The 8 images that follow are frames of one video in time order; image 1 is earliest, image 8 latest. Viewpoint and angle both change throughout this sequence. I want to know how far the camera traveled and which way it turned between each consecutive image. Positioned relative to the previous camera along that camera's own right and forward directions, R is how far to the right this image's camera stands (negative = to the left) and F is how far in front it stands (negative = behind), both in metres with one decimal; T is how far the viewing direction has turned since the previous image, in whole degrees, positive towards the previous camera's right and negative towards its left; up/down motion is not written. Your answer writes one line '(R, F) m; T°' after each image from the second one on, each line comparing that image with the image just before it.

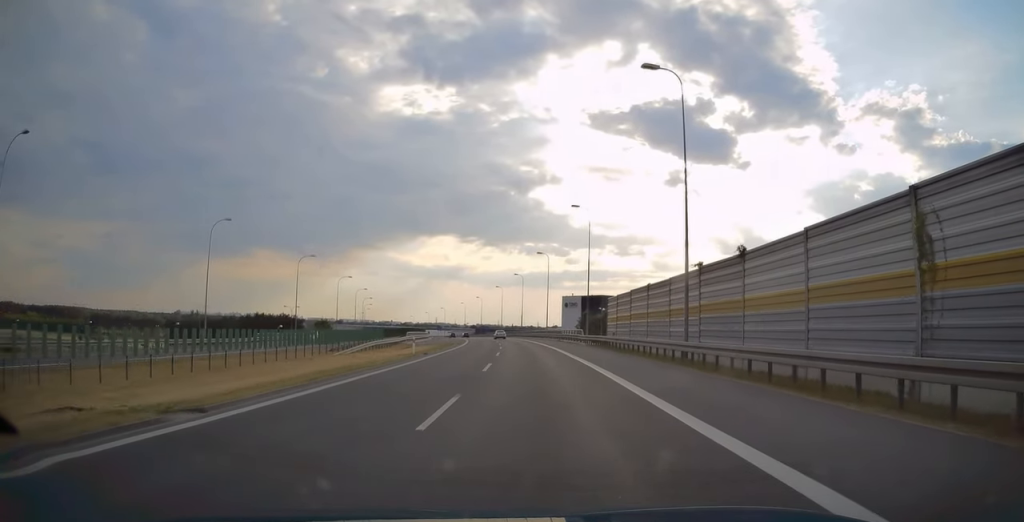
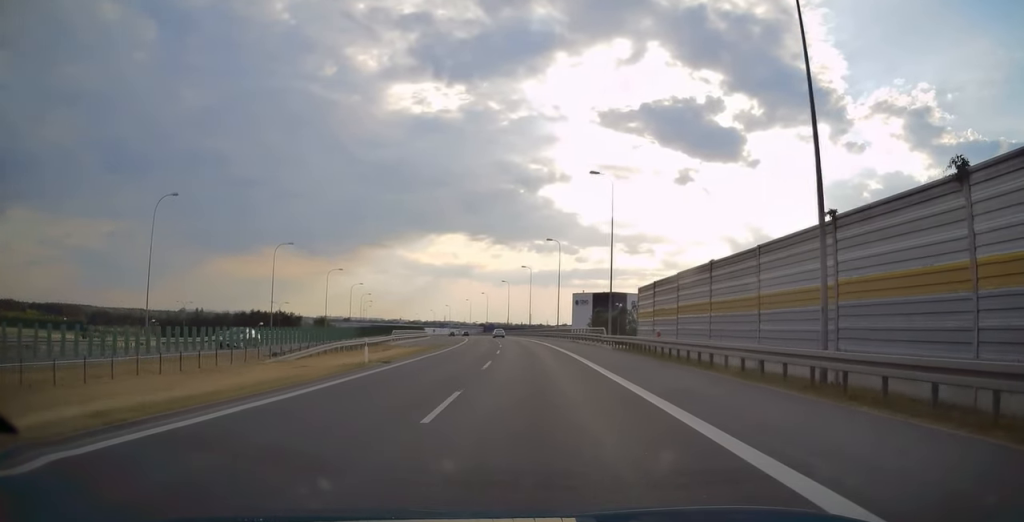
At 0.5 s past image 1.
(-0.1, +11.2) m; -1°
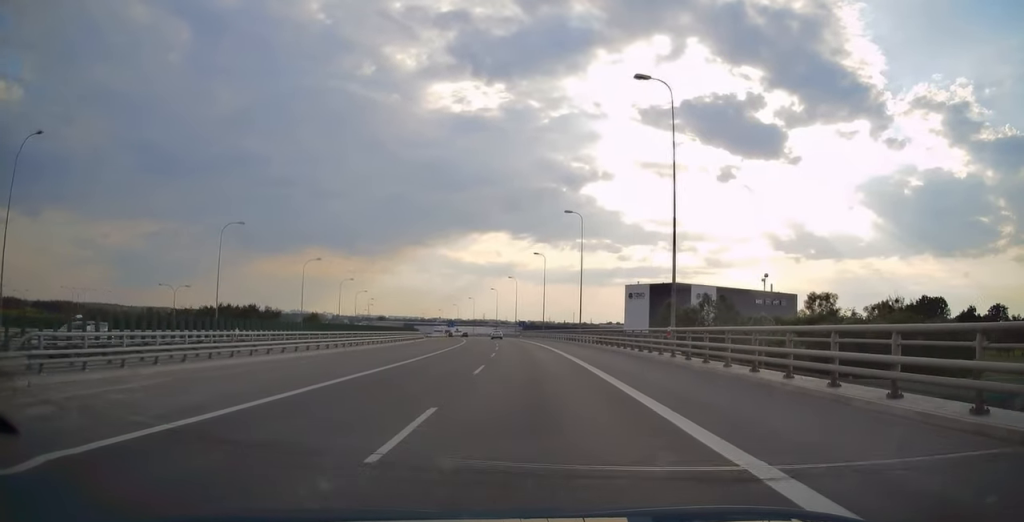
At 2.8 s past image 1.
(-1.5, +49.7) m; -4°
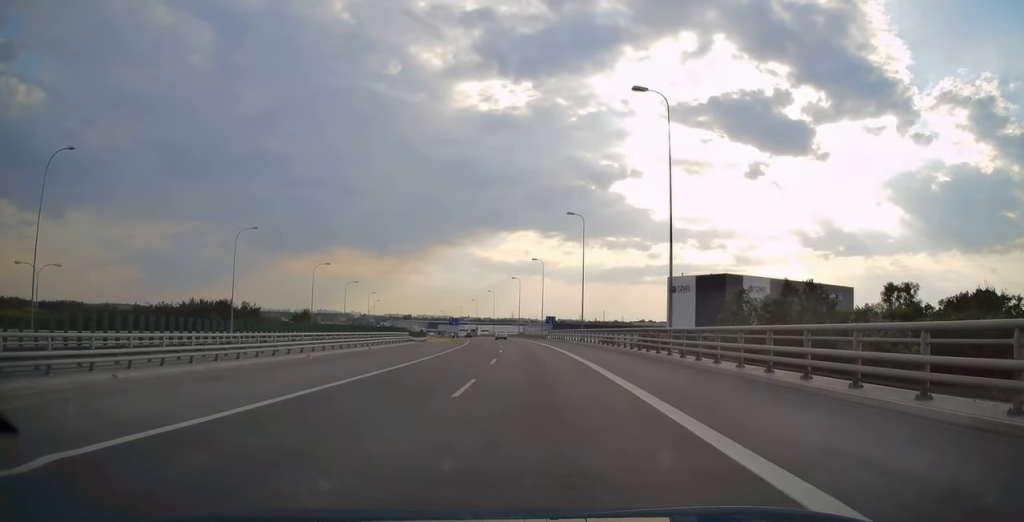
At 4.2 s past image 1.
(-0.8, +29.7) m; -3°
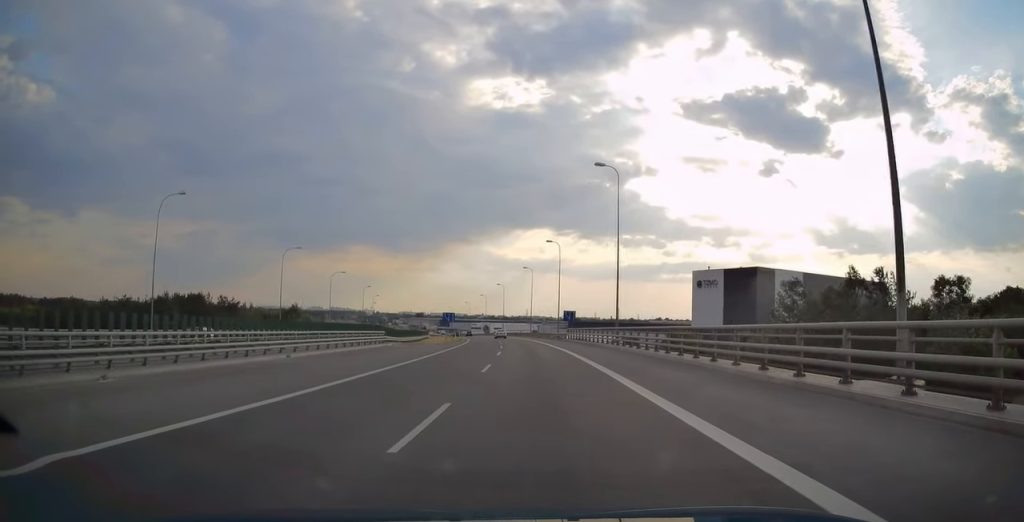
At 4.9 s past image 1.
(-0.3, +17.1) m; -1°
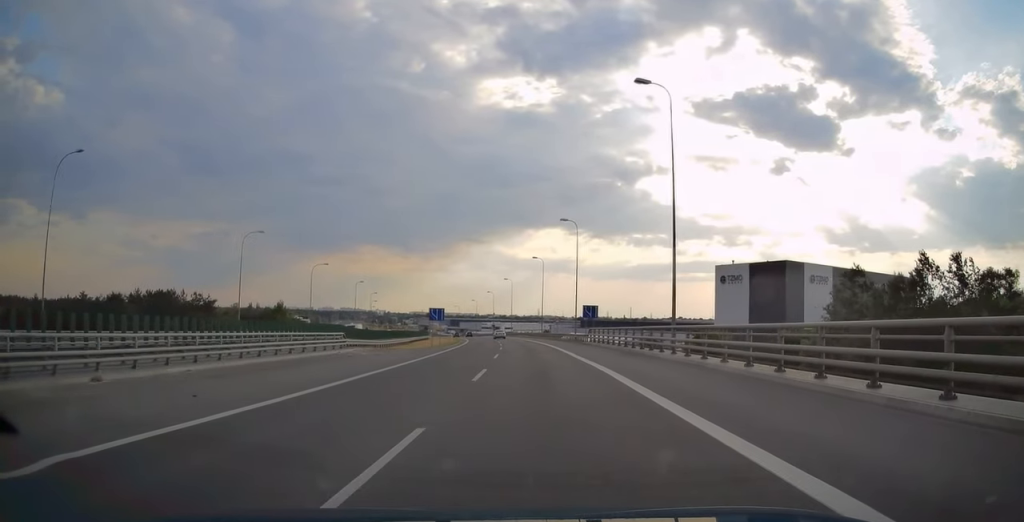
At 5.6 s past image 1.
(-0.2, +14.6) m; -1°
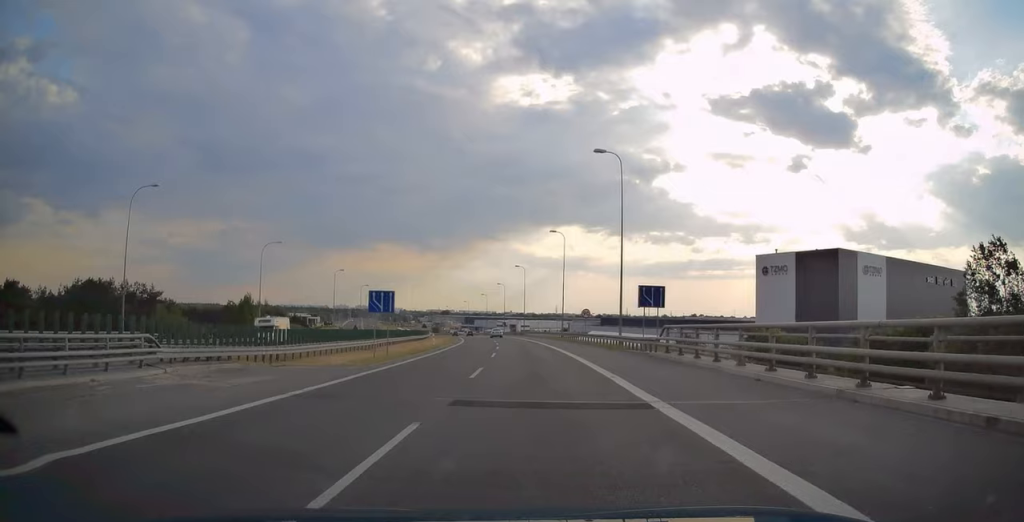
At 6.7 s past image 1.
(-0.2, +23.4) m; -1°
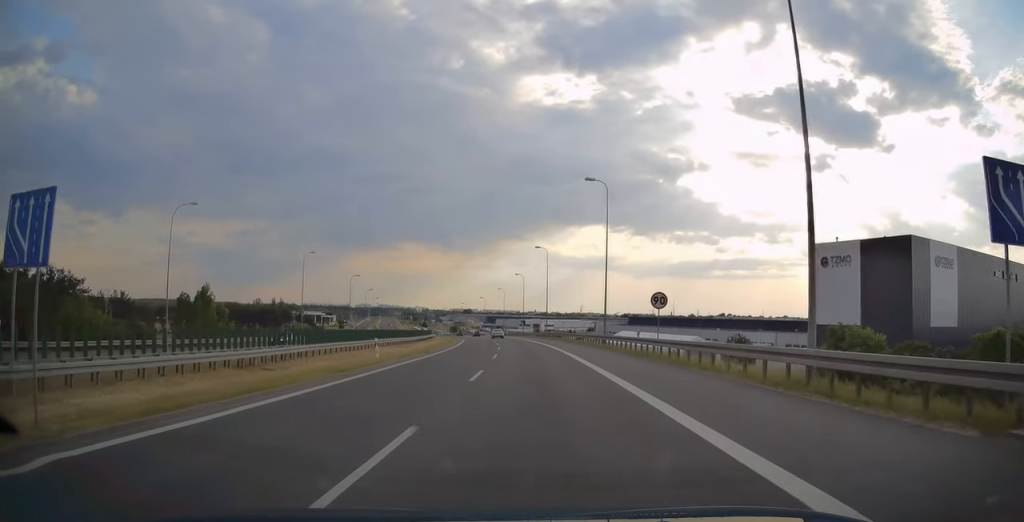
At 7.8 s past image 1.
(-0.5, +24.1) m; -3°
